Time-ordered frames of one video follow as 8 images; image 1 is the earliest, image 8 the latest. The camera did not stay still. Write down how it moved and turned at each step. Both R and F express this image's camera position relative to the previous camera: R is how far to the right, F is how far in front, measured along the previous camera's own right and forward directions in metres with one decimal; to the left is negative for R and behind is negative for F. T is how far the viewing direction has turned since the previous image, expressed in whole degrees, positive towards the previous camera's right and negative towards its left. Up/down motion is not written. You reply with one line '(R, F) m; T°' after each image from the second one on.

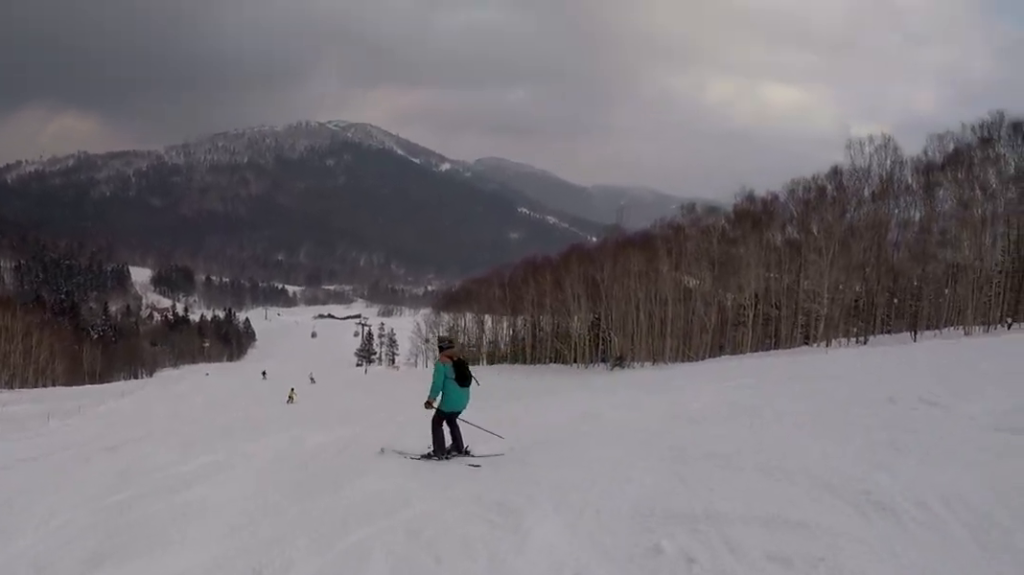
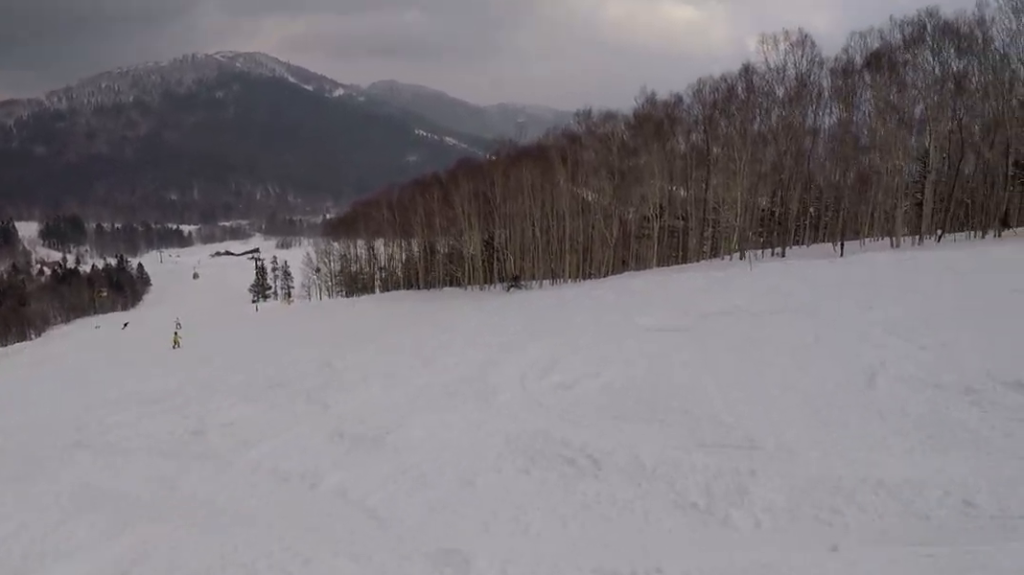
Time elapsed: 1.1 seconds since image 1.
(+1.4, +5.2) m; +21°
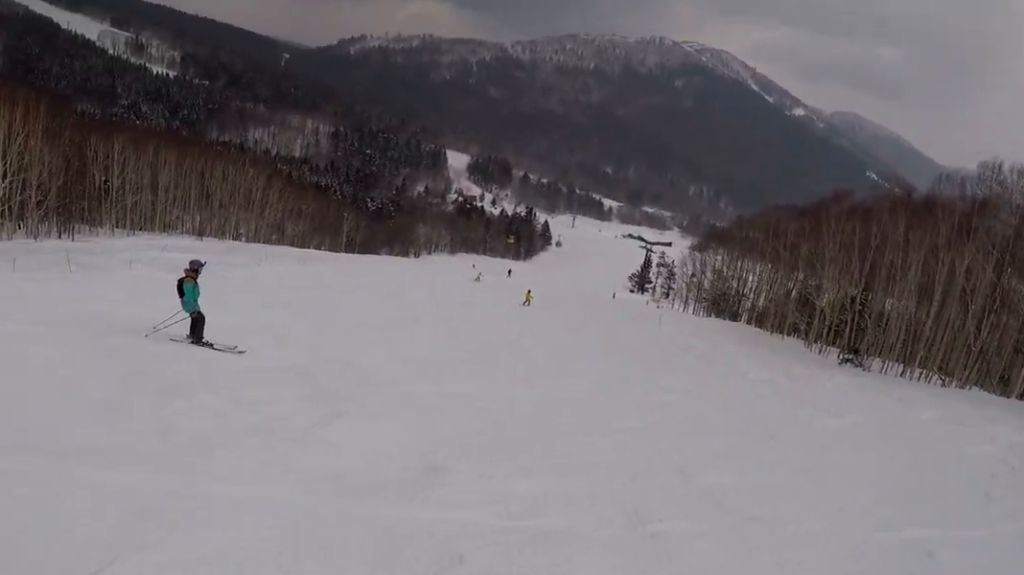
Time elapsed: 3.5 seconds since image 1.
(-2.0, +10.8) m; -57°
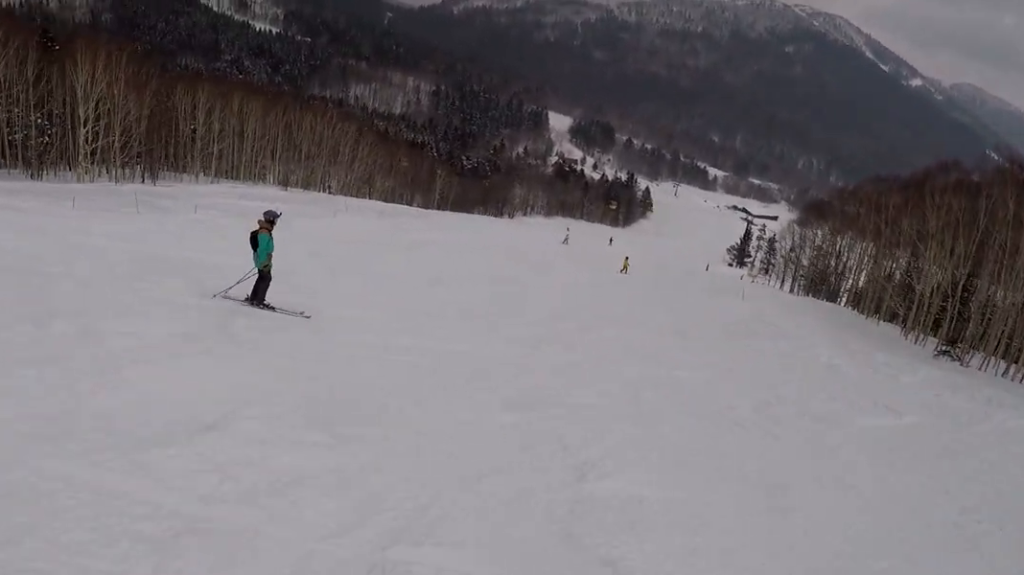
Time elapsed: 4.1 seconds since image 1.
(-0.5, +2.4) m; -29°
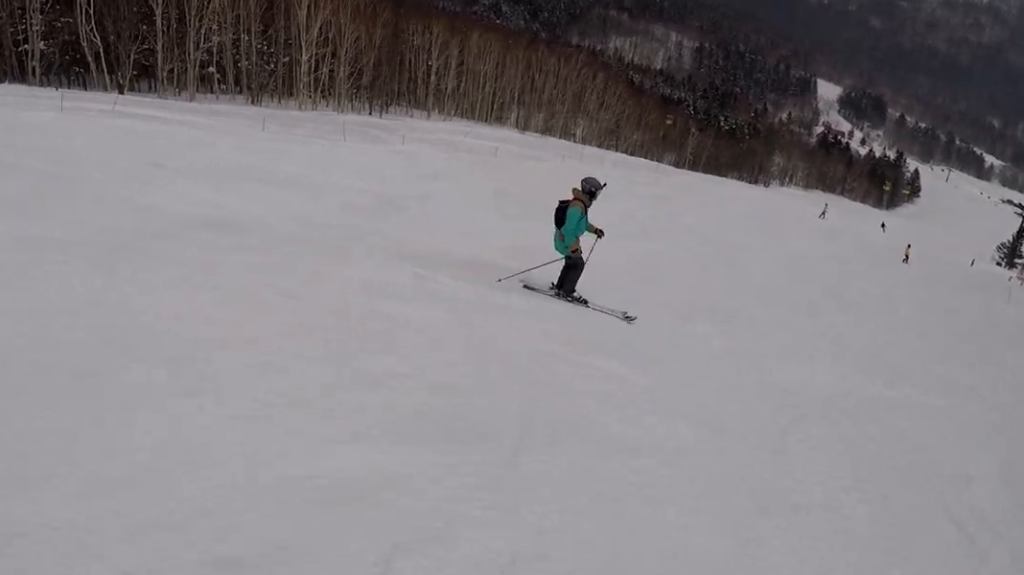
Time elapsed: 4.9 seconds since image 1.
(-2.0, +4.0) m; -30°
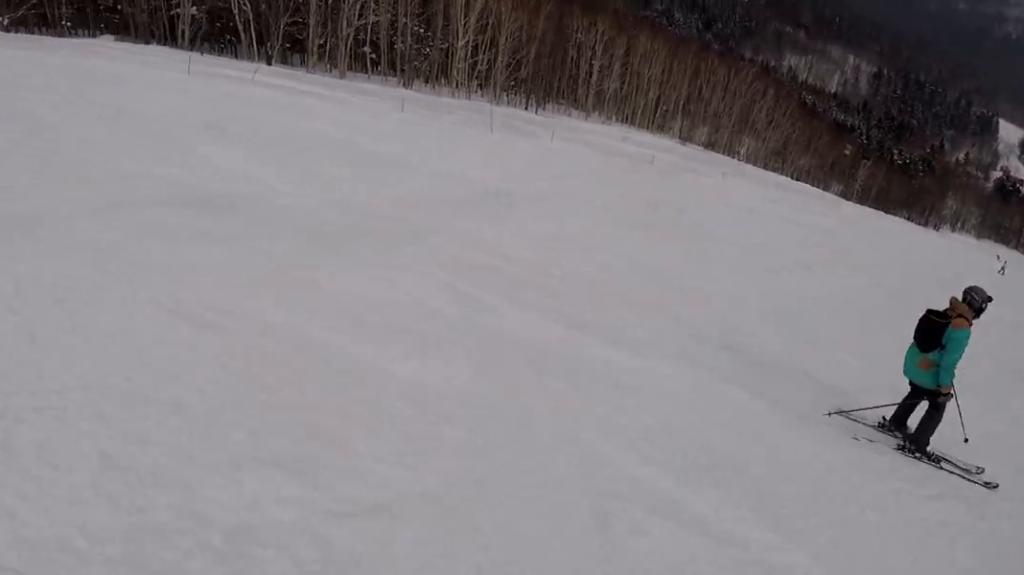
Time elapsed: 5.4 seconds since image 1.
(-0.3, +2.4) m; 0°
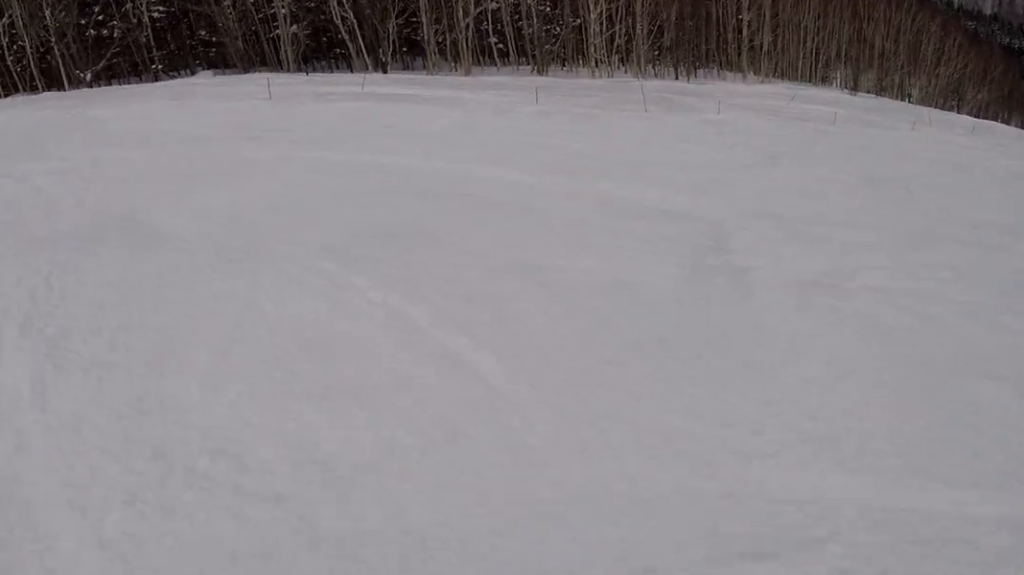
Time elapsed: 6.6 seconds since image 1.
(+0.2, +5.9) m; +13°
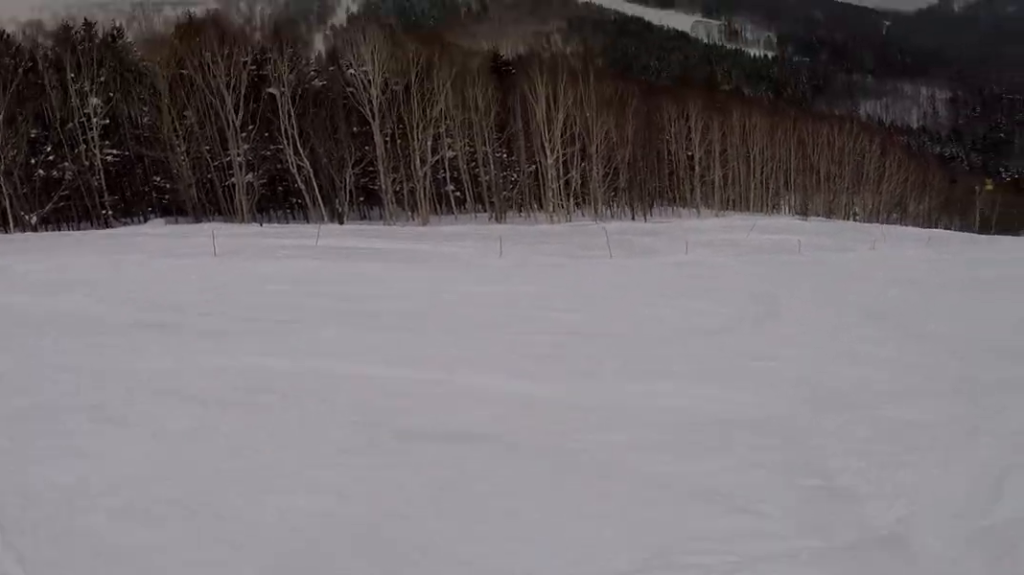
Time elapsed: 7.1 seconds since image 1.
(+0.2, +2.6) m; +14°
